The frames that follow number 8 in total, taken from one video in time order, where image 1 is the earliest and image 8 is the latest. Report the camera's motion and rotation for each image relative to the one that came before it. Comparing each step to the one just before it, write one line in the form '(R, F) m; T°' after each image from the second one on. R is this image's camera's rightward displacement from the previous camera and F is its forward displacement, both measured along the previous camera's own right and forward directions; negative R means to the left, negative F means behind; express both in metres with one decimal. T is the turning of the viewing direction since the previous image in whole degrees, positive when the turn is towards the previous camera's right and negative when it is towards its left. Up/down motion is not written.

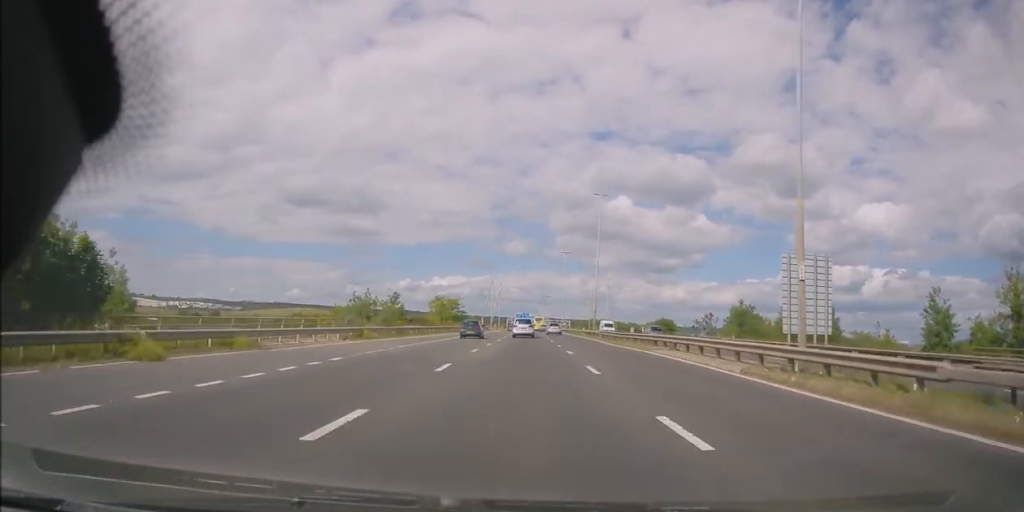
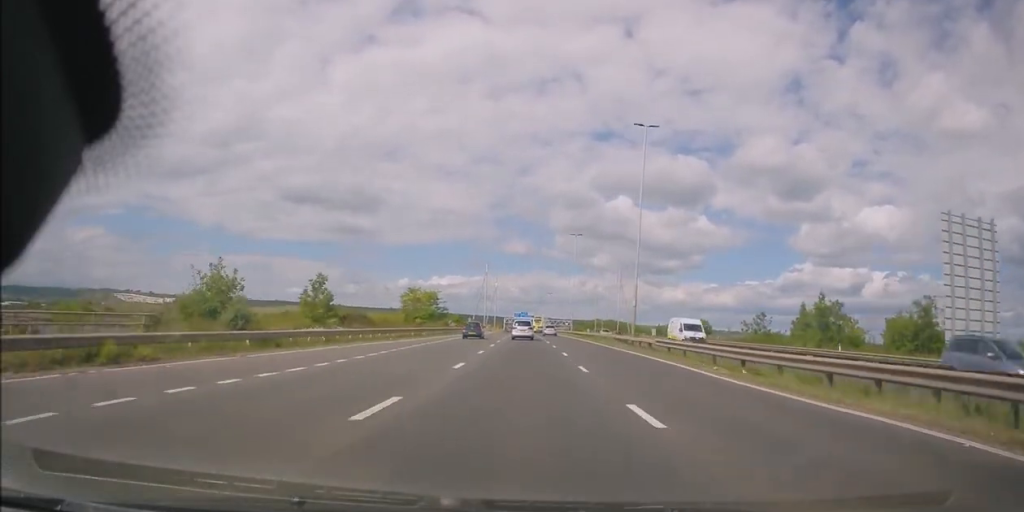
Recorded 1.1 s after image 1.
(+0.3, +24.4) m; 0°
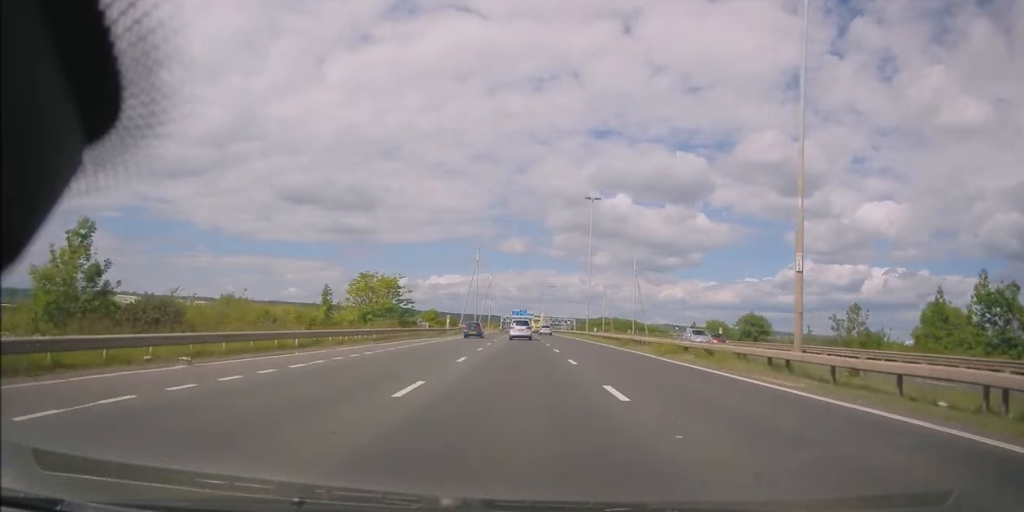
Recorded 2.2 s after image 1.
(-0.2, +25.0) m; 0°
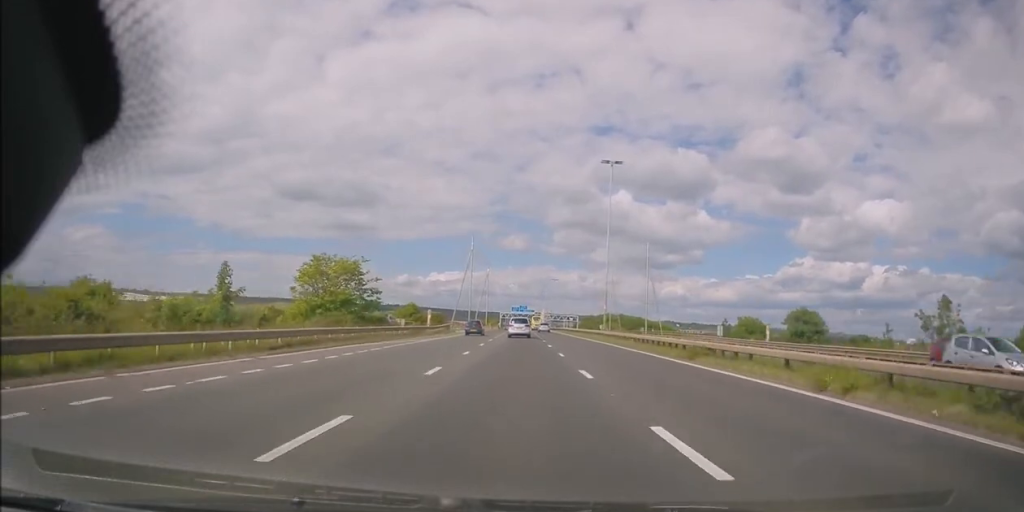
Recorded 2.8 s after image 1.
(+0.3, +14.3) m; 0°
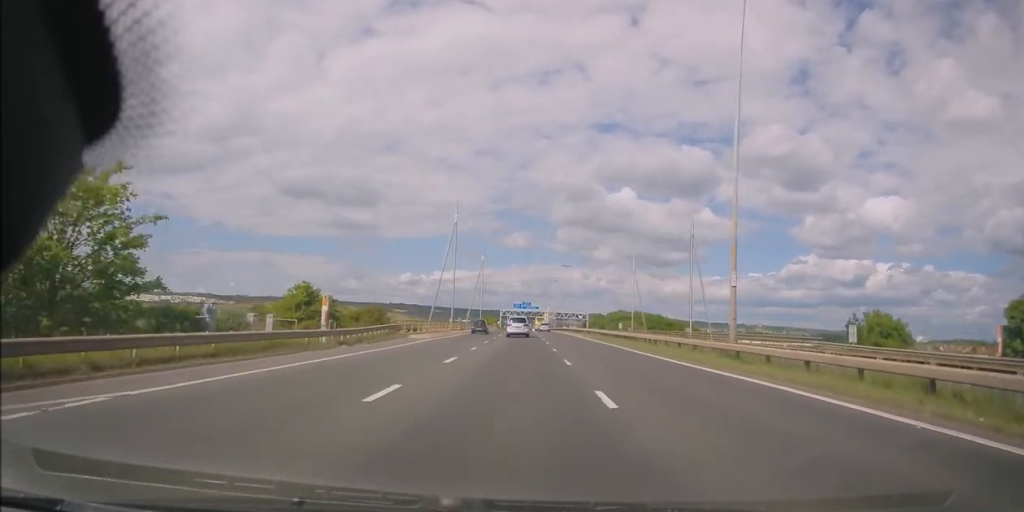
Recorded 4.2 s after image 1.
(-0.6, +31.3) m; -1°
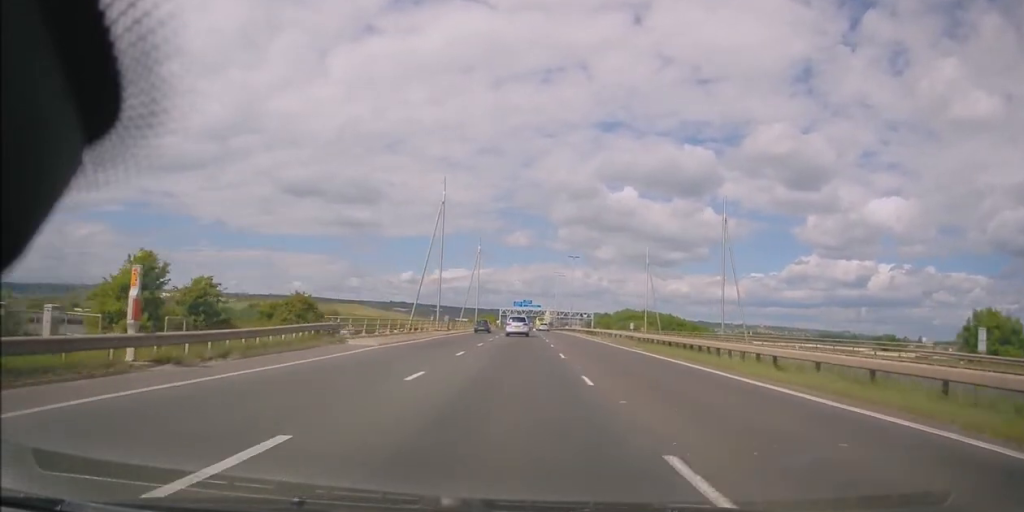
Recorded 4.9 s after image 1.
(+0.1, +14.8) m; 0°
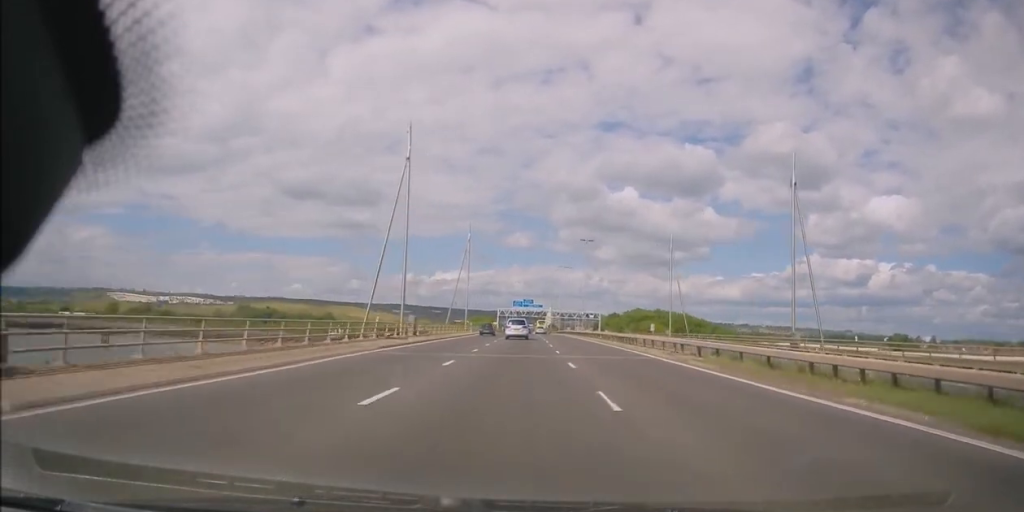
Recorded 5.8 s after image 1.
(0.0, +21.2) m; -1°
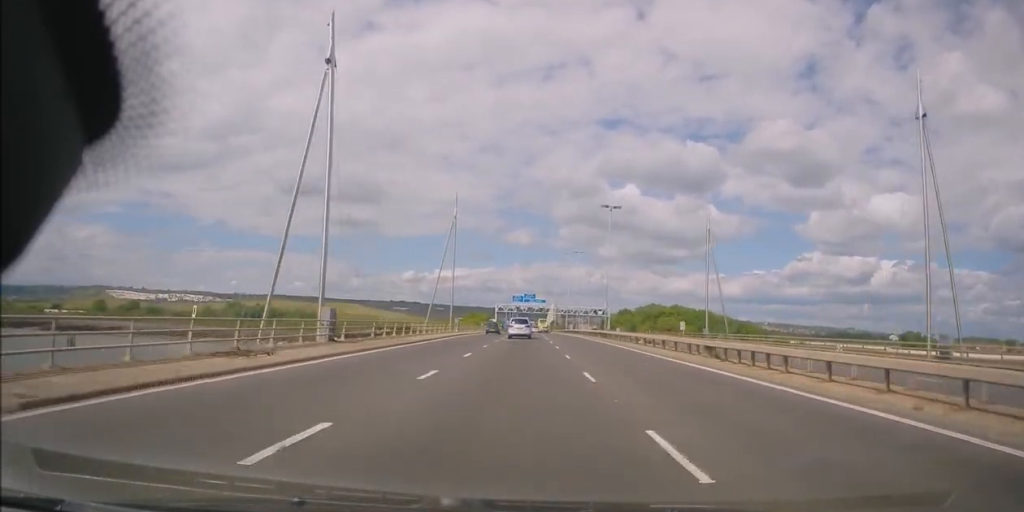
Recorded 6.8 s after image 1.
(-0.3, +21.0) m; +1°
